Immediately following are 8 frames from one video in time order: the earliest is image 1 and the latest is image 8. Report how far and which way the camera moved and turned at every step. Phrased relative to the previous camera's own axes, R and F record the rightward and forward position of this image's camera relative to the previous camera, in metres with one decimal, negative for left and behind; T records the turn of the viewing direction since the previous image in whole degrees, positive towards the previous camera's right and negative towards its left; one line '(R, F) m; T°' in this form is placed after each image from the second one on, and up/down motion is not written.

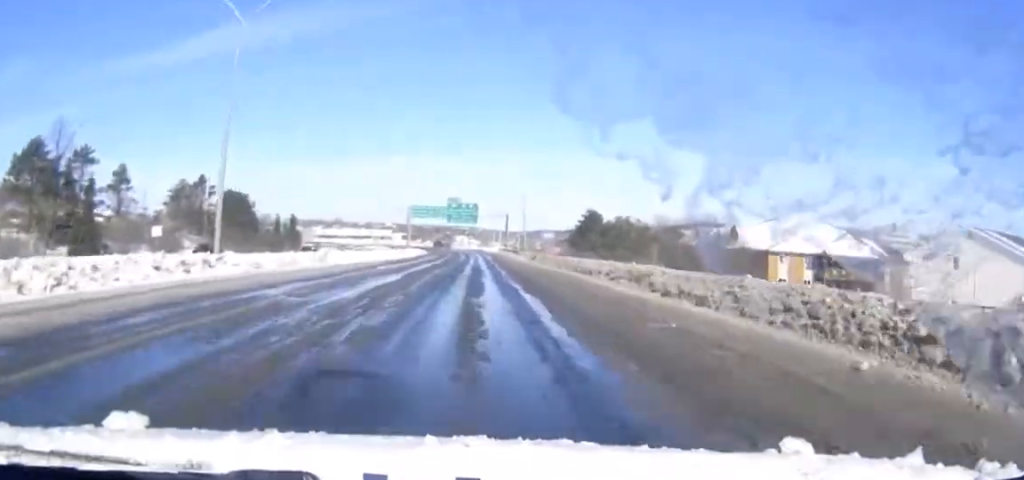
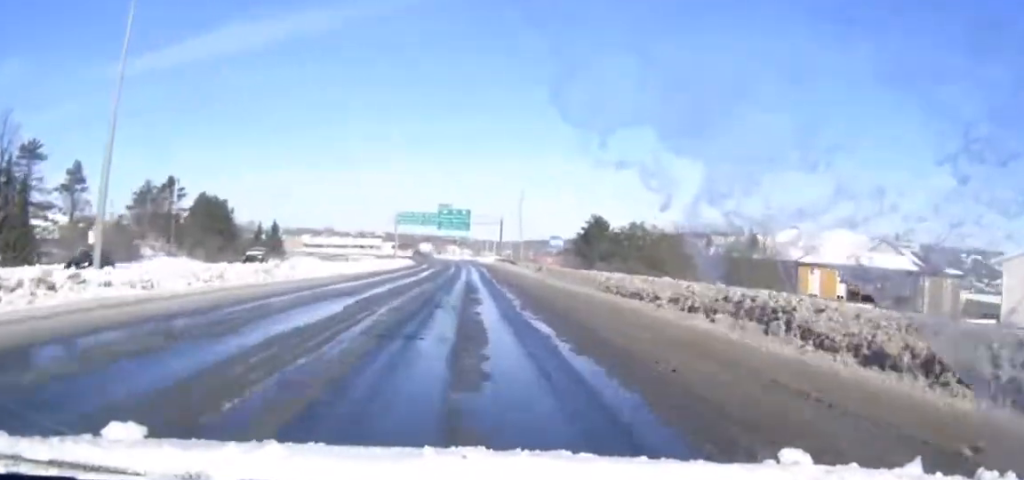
(0.0, +11.3) m; 0°
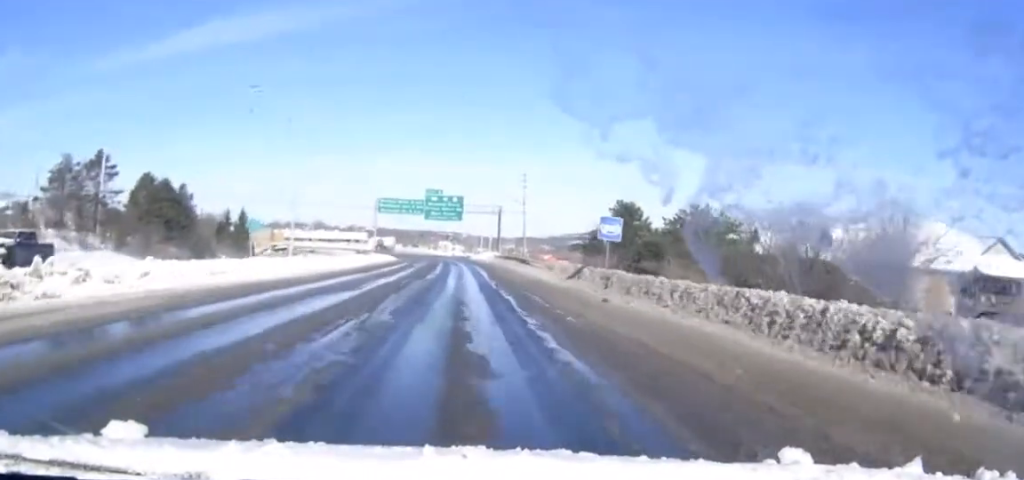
(+0.1, +23.0) m; 0°
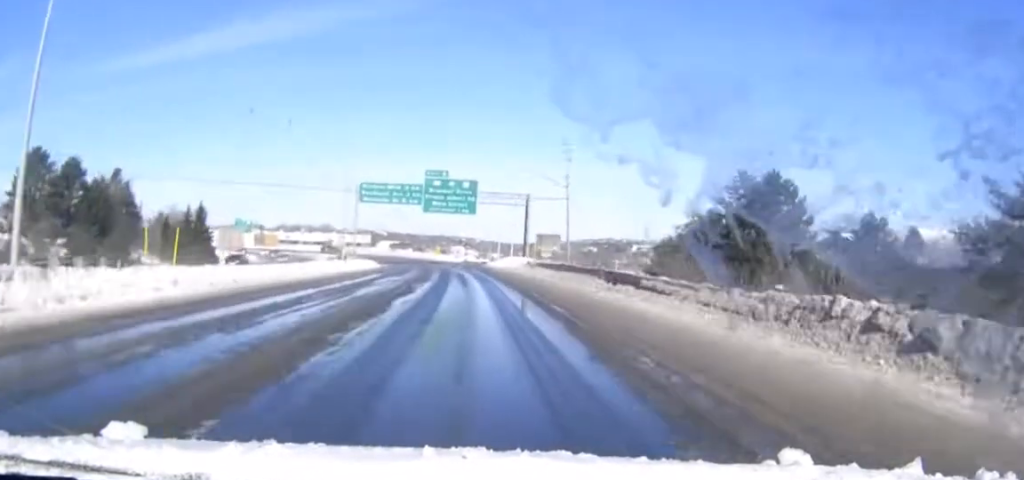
(0.0, +35.6) m; 0°
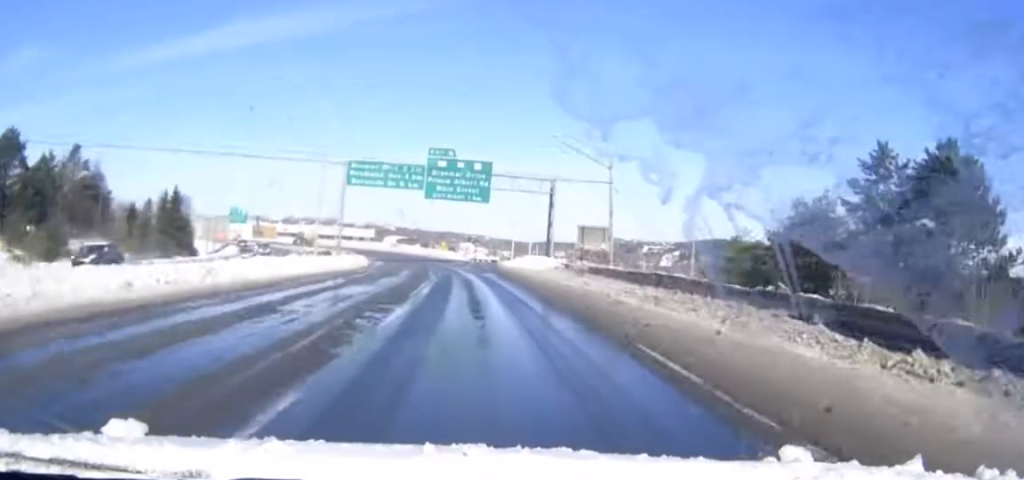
(-0.1, +17.3) m; 0°
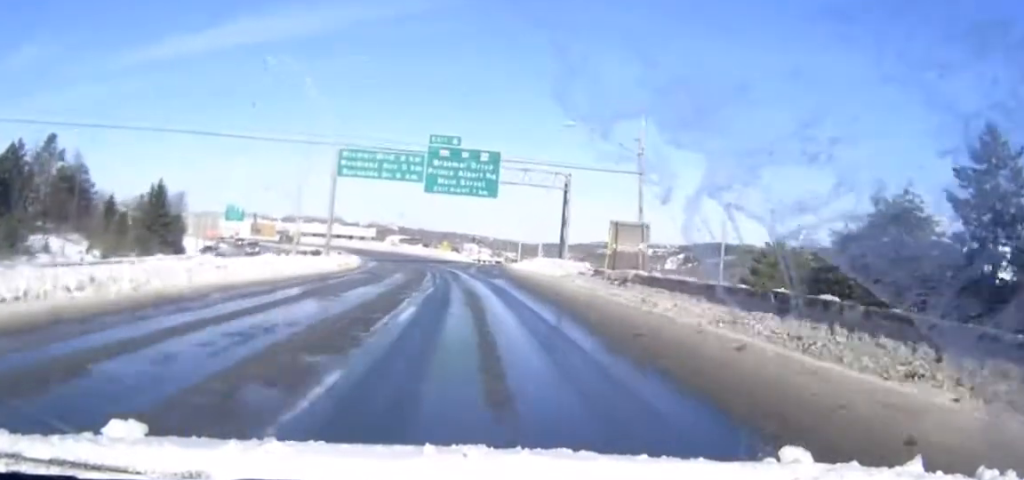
(0.0, +8.3) m; 0°
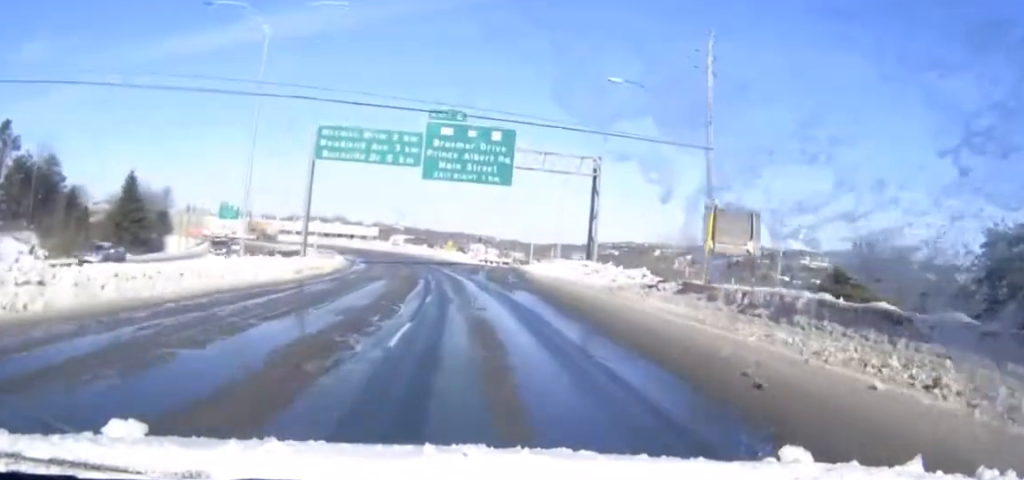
(-0.1, +12.7) m; 0°
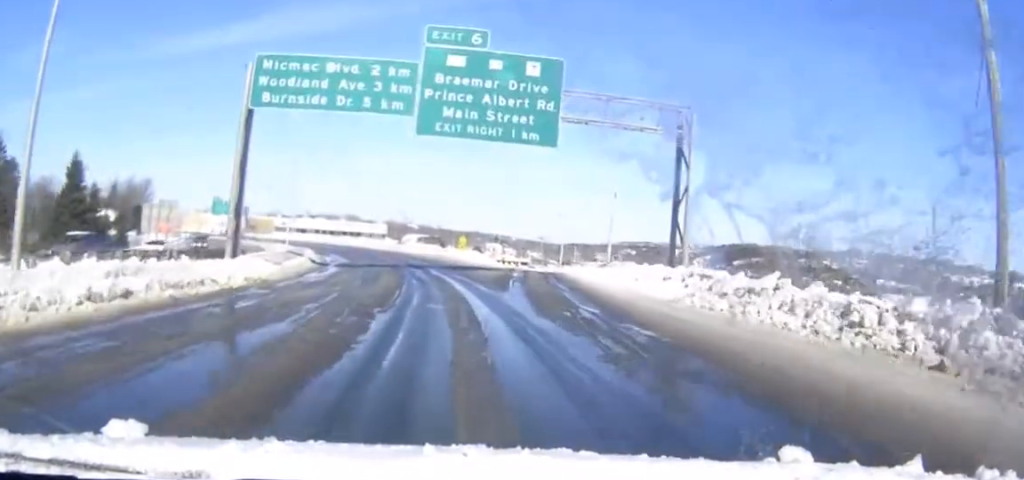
(-0.2, +20.4) m; -1°
